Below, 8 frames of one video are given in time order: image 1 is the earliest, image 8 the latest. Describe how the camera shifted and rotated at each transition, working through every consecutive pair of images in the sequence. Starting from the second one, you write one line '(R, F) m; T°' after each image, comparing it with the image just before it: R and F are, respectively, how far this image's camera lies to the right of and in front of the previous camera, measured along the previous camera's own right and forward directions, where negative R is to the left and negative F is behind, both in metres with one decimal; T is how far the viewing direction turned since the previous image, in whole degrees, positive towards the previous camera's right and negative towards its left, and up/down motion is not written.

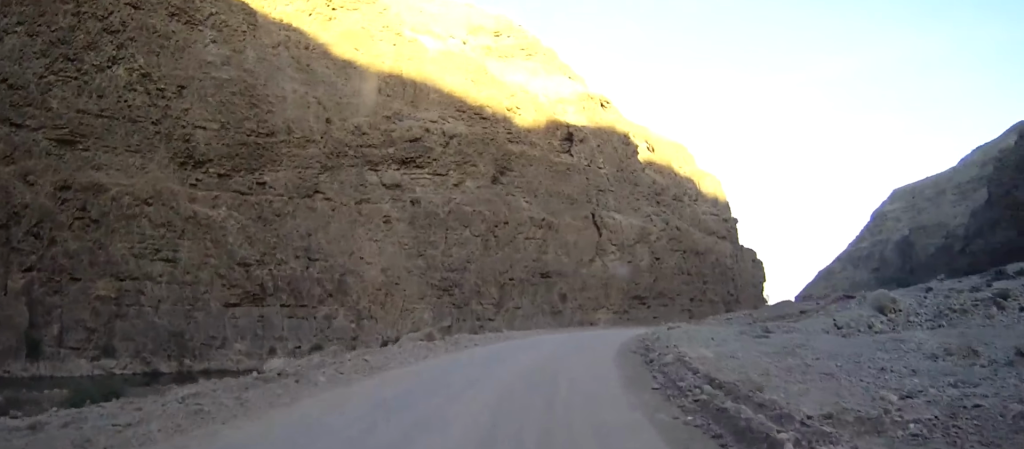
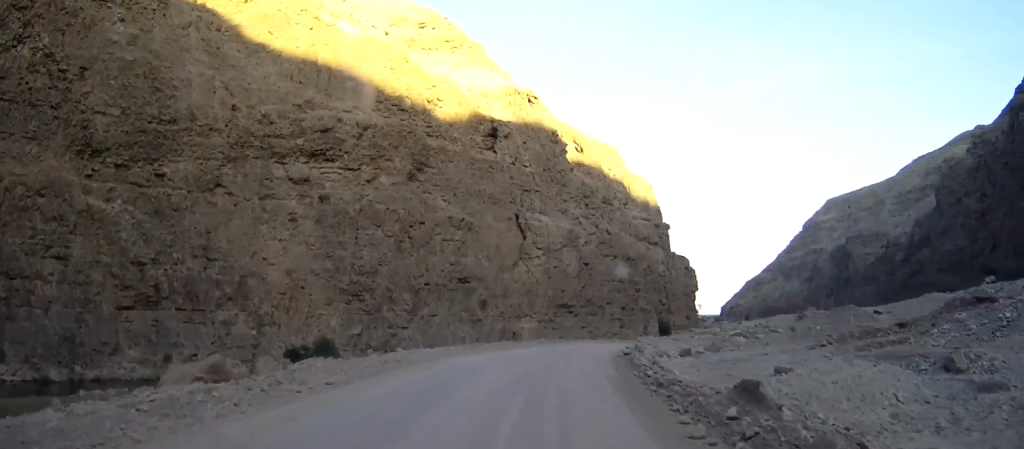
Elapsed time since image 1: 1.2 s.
(+1.0, +14.7) m; +7°
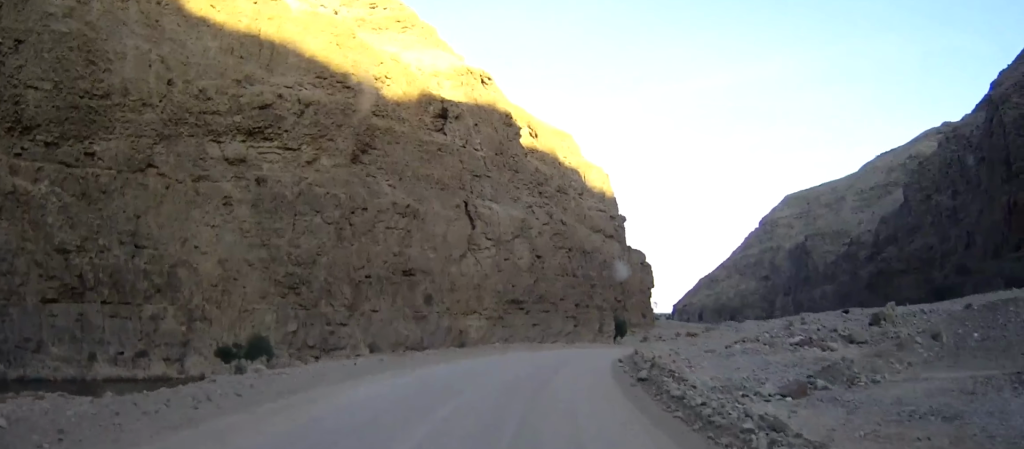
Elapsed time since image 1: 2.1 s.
(+0.3, +10.0) m; +4°
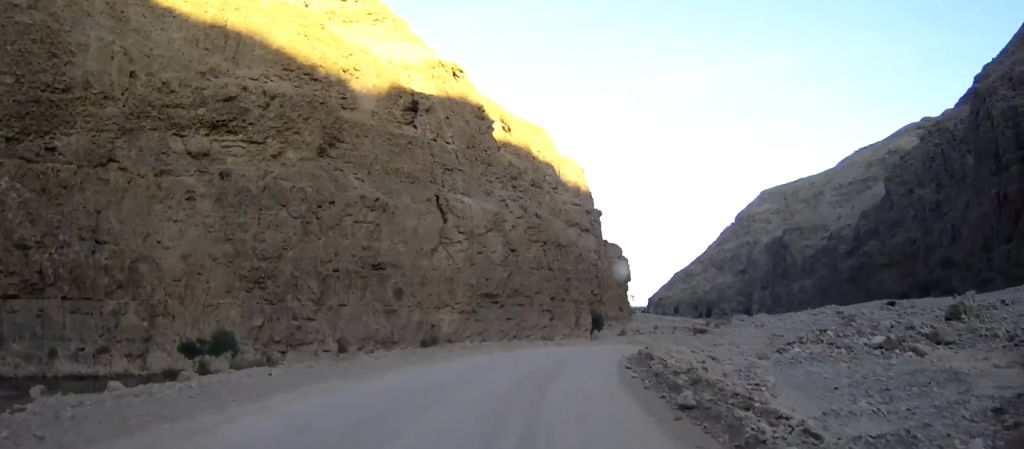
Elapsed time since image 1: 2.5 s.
(+0.2, +5.4) m; +2°
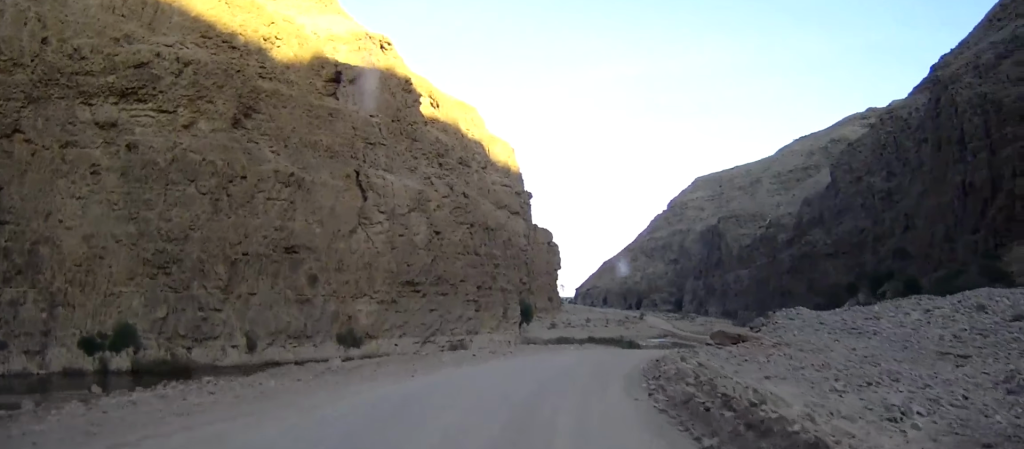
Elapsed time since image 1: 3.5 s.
(+0.5, +11.7) m; +5°
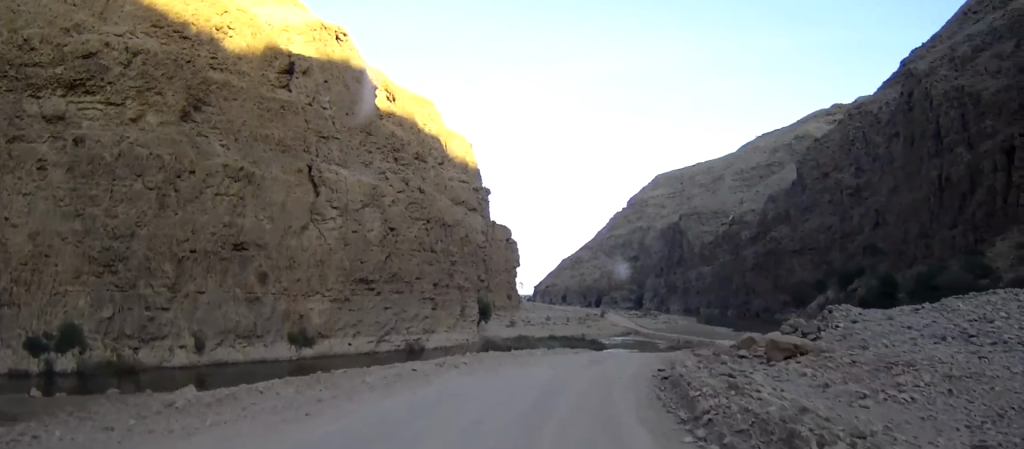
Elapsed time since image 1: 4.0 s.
(0.0, +6.9) m; +3°
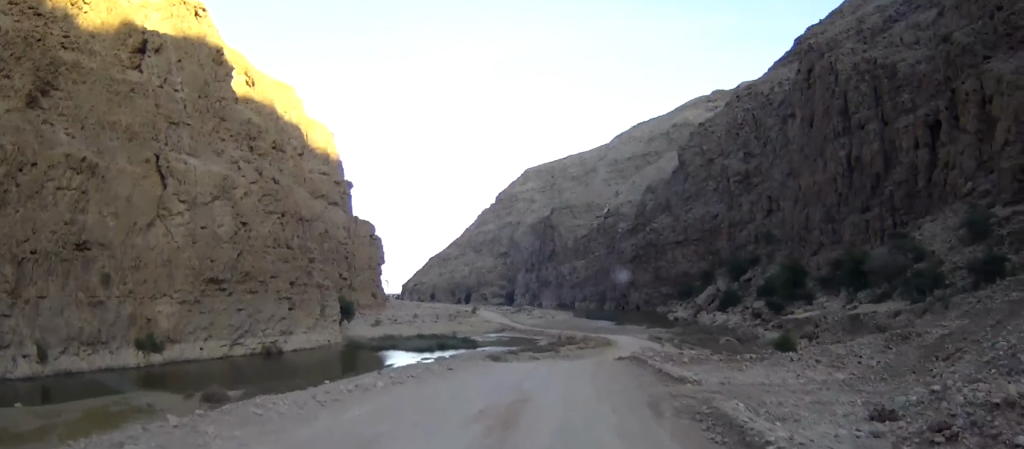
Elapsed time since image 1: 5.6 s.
(+1.6, +16.8) m; +10°
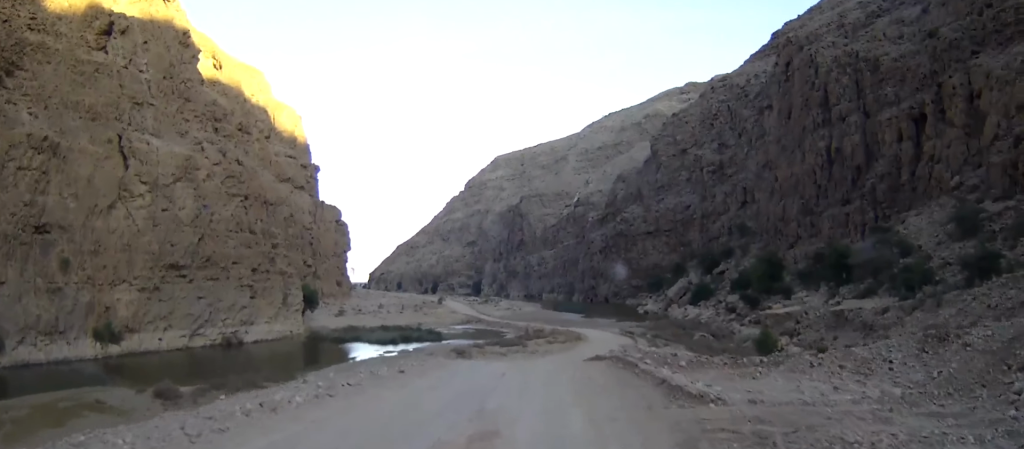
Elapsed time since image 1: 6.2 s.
(+0.1, +4.7) m; +3°
